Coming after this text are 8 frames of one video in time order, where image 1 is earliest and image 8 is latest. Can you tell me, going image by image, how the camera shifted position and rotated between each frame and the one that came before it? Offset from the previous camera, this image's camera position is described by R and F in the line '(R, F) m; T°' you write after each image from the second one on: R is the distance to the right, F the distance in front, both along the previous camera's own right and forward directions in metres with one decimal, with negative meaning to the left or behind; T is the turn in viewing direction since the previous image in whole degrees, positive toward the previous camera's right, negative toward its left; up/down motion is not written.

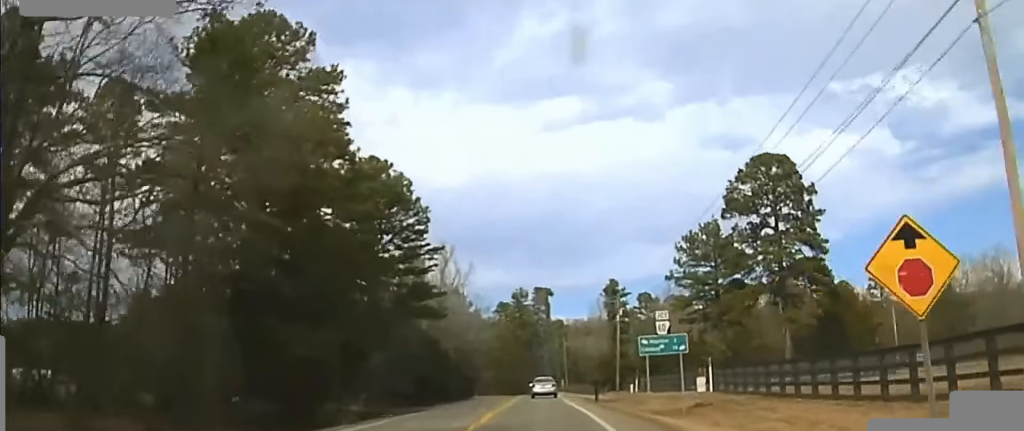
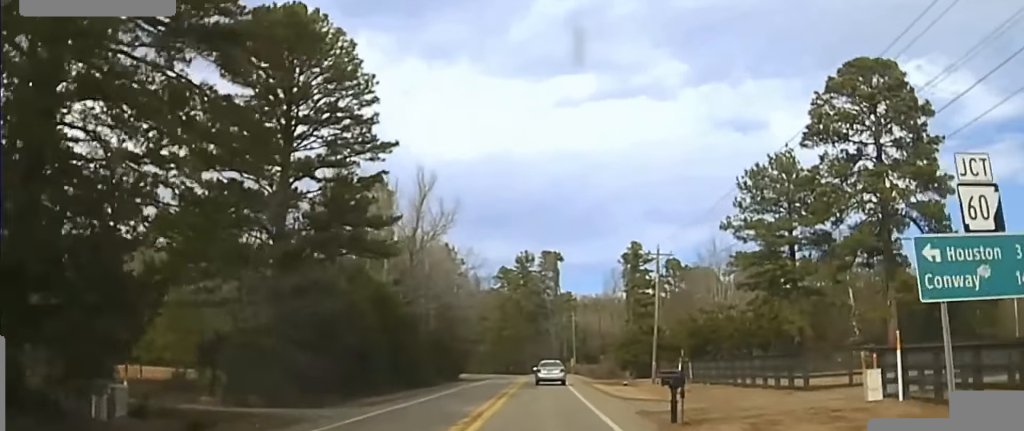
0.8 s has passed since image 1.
(0.0, +29.1) m; 0°
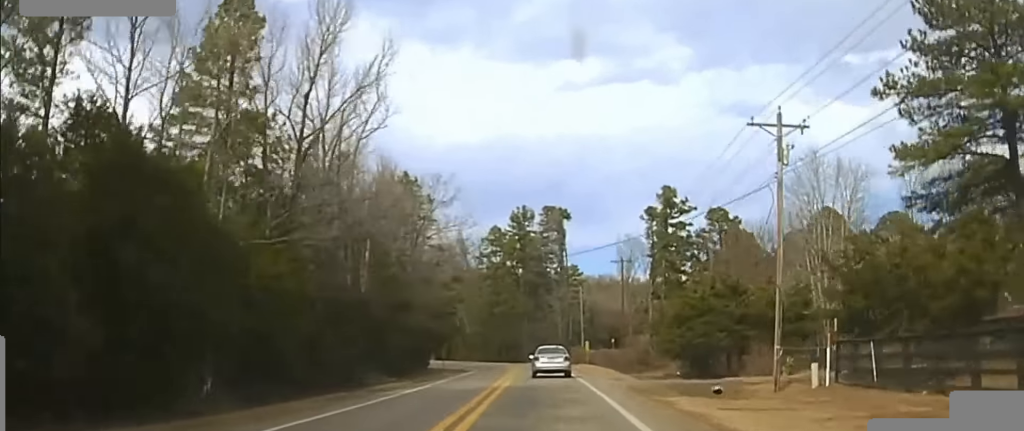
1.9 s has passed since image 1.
(-0.2, +35.2) m; -1°
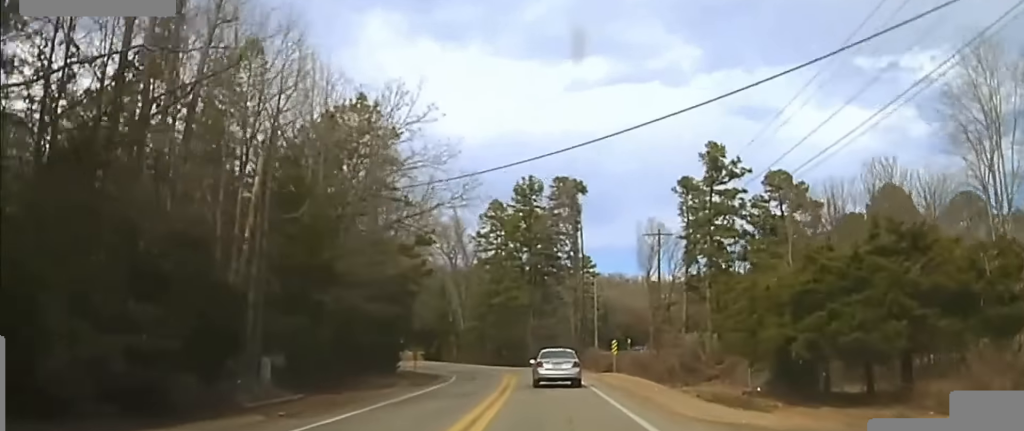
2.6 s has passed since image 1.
(-0.2, +22.6) m; -2°
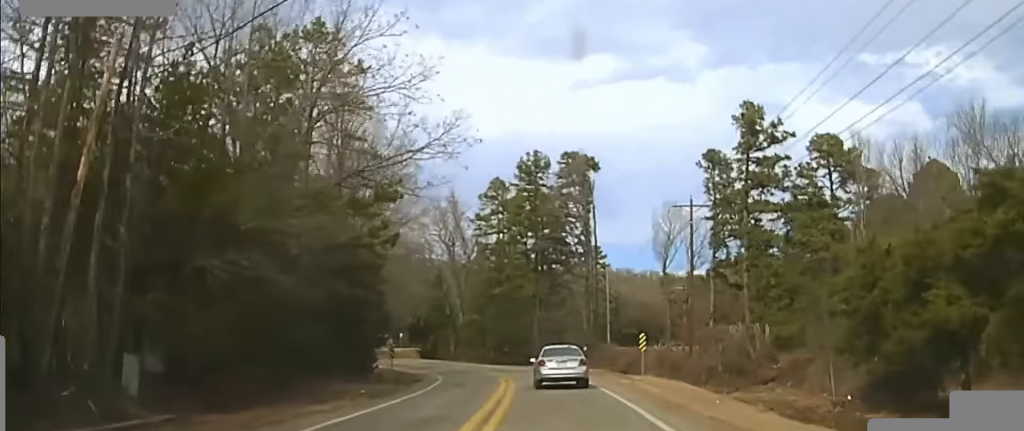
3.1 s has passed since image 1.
(0.0, +11.7) m; -2°
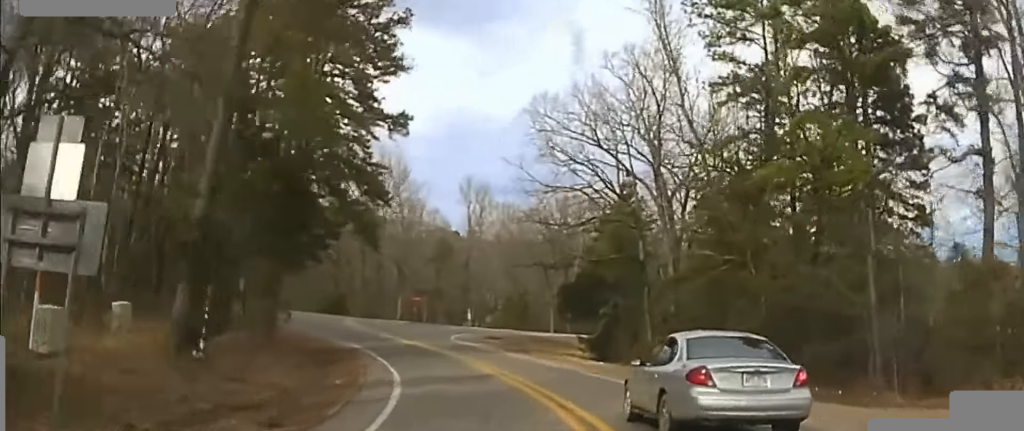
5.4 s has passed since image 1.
(-4.9, +53.0) m; -13°
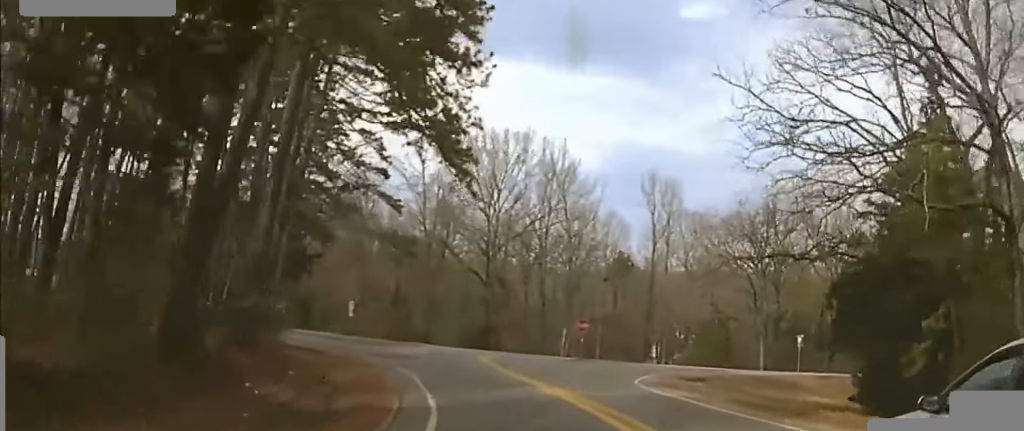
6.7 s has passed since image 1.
(-2.4, +23.7) m; -7°
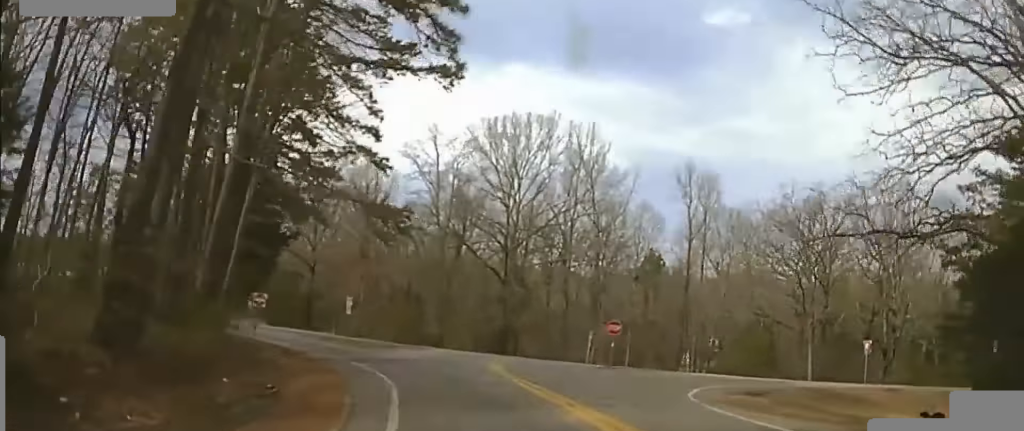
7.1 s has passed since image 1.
(-0.2, +9.0) m; 0°
